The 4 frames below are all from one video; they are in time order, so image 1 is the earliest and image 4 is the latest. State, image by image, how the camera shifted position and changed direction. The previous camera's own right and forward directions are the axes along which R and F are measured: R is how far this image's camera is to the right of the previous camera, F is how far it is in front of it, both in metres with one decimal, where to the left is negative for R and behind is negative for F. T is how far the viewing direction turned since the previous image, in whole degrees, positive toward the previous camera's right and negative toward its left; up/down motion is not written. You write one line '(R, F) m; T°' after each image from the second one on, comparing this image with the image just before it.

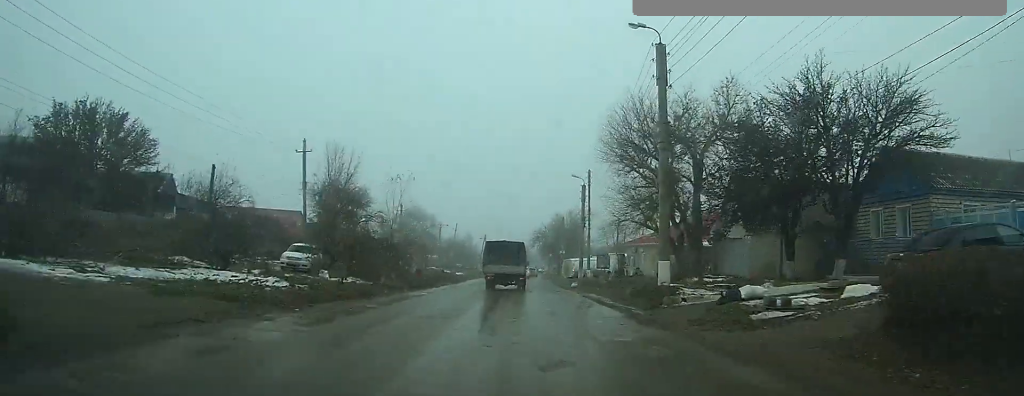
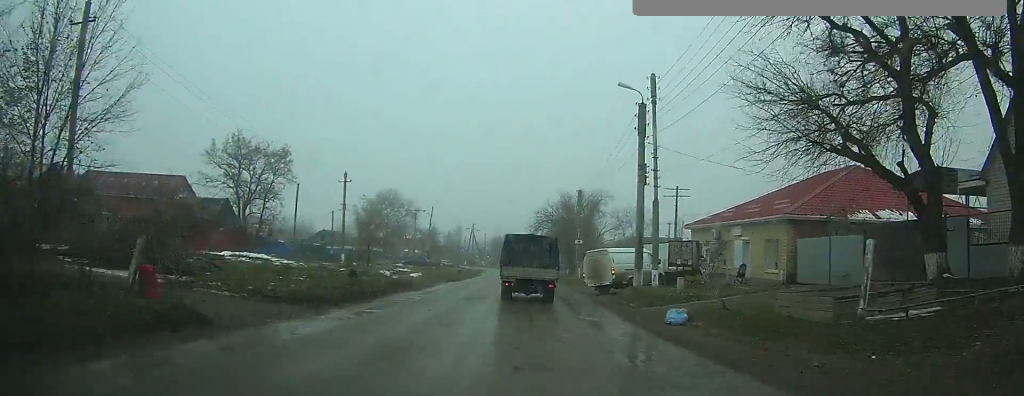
(+0.3, +25.3) m; 0°
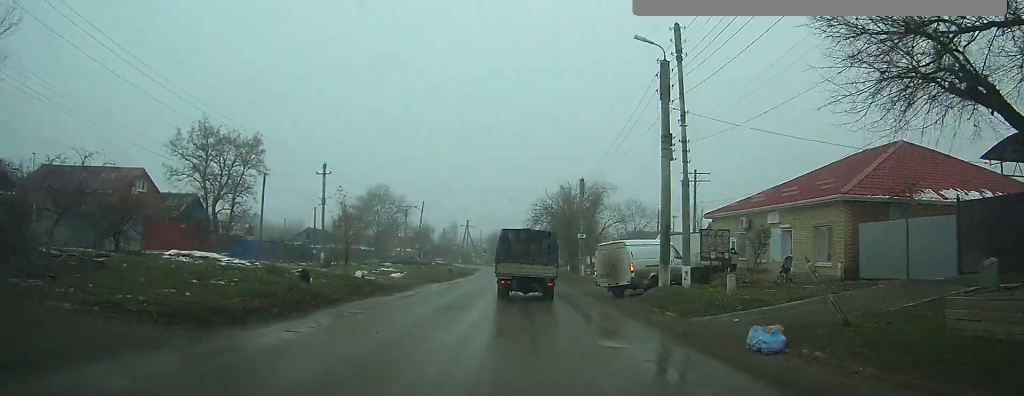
(0.0, +5.2) m; 0°
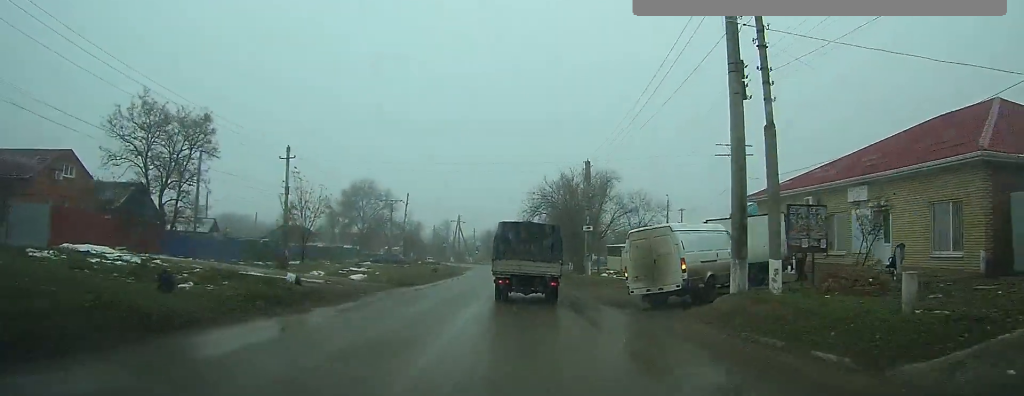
(0.0, +7.2) m; +1°
